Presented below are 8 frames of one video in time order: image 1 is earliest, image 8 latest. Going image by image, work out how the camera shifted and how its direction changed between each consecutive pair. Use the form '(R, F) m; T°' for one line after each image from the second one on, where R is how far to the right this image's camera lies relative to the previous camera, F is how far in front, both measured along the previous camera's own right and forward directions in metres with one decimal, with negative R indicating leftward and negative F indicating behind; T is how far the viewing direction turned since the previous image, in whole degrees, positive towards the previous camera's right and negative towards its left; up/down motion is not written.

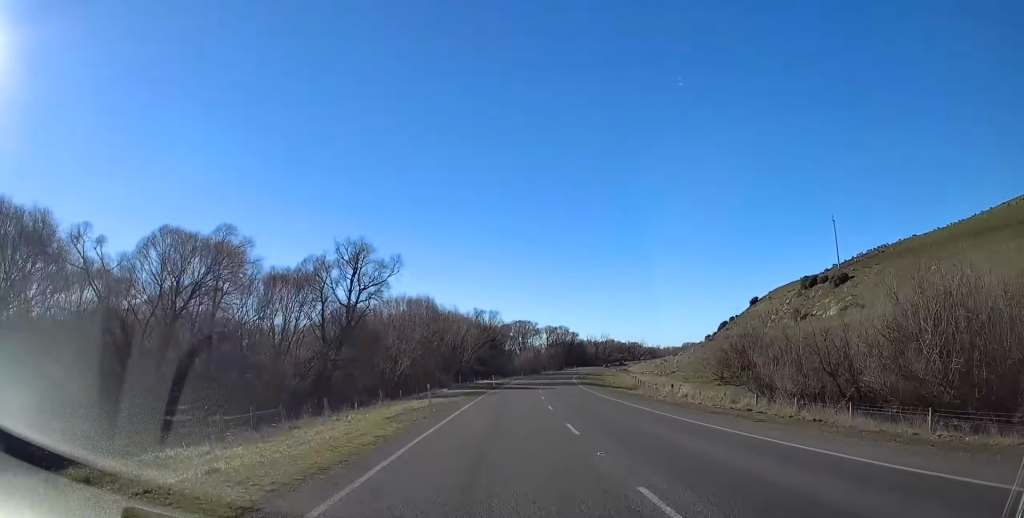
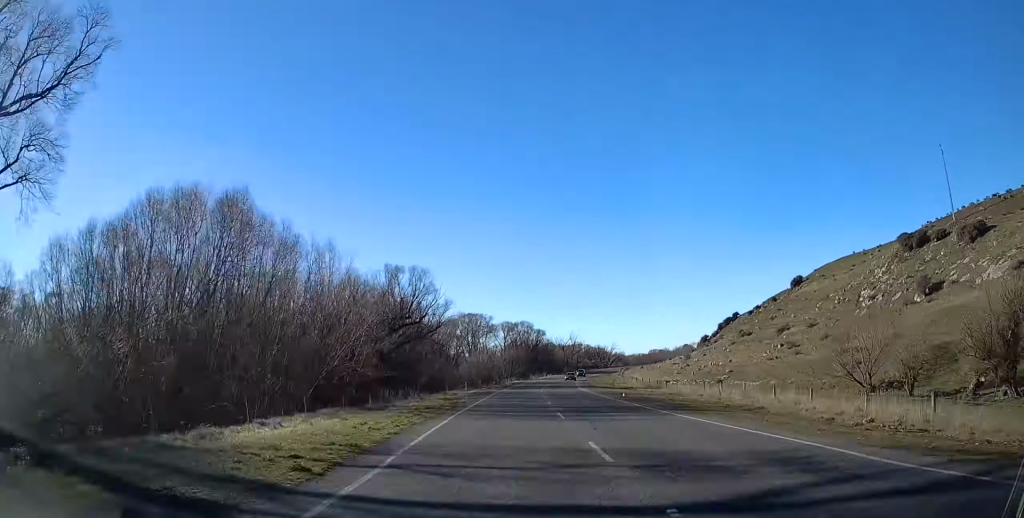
(+3.5, +66.1) m; +5°
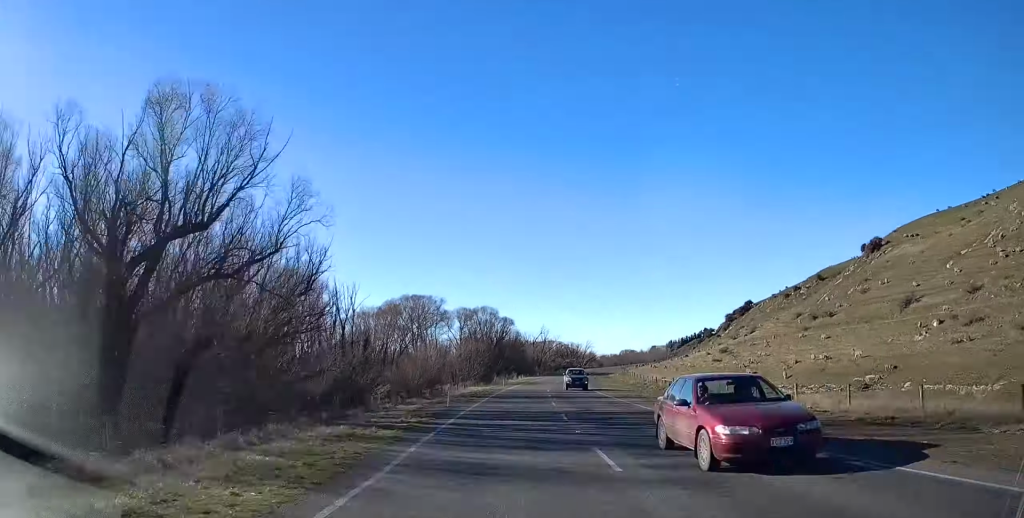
(+1.0, +51.5) m; +4°
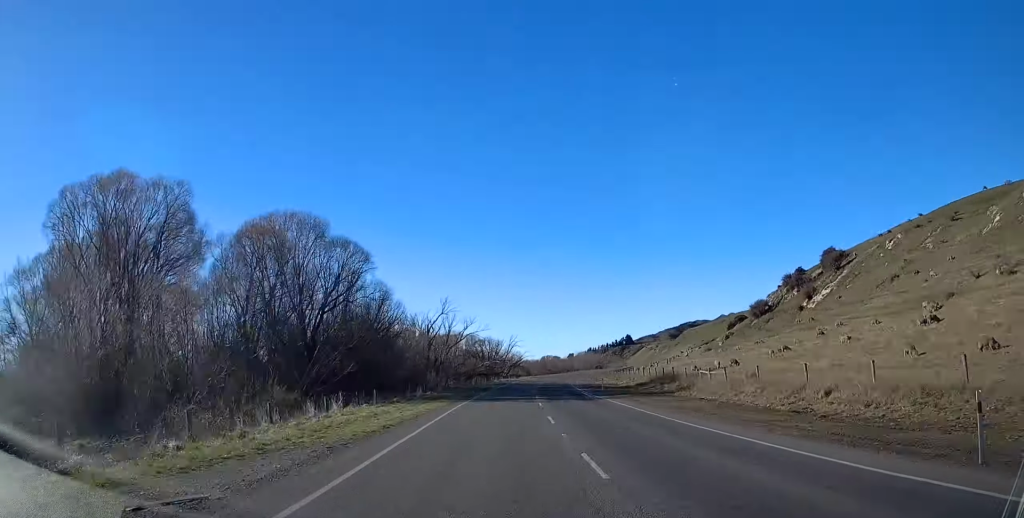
(+6.9, +99.5) m; +7°
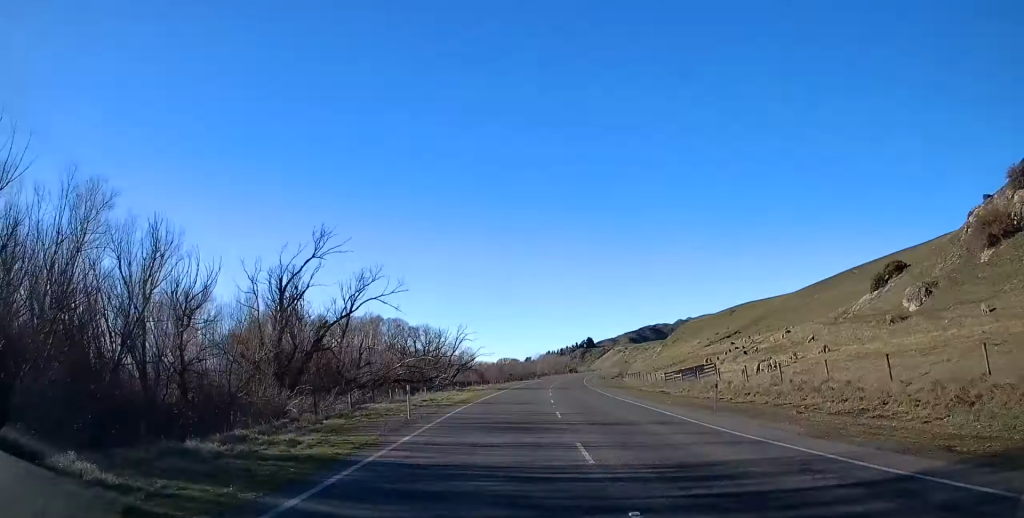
(+3.2, +68.3) m; +5°
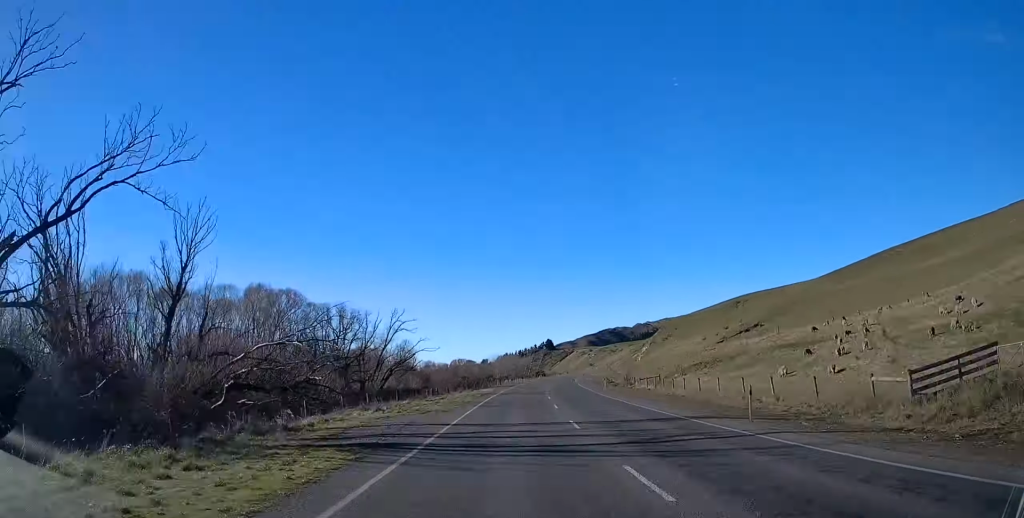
(+0.9, +44.0) m; +3°
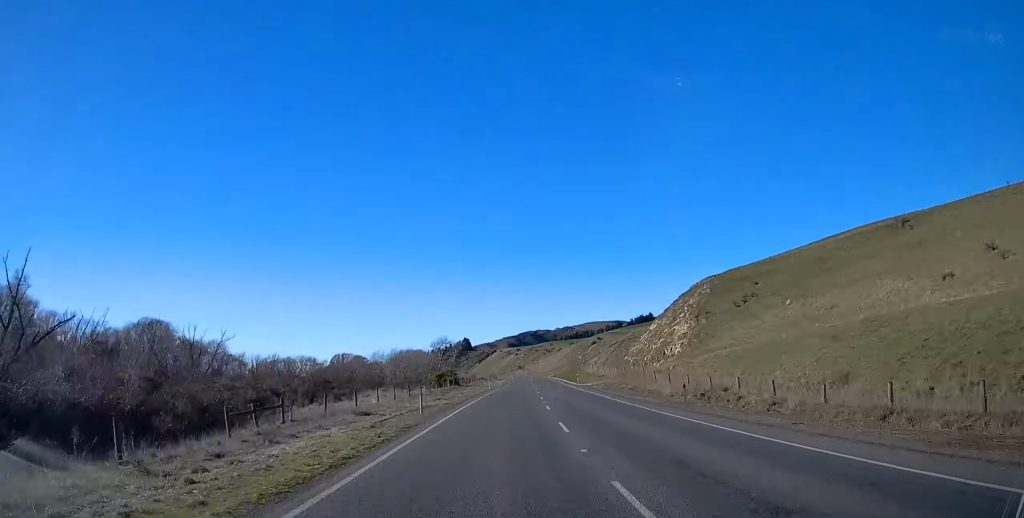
(+7.0, +116.0) m; +6°
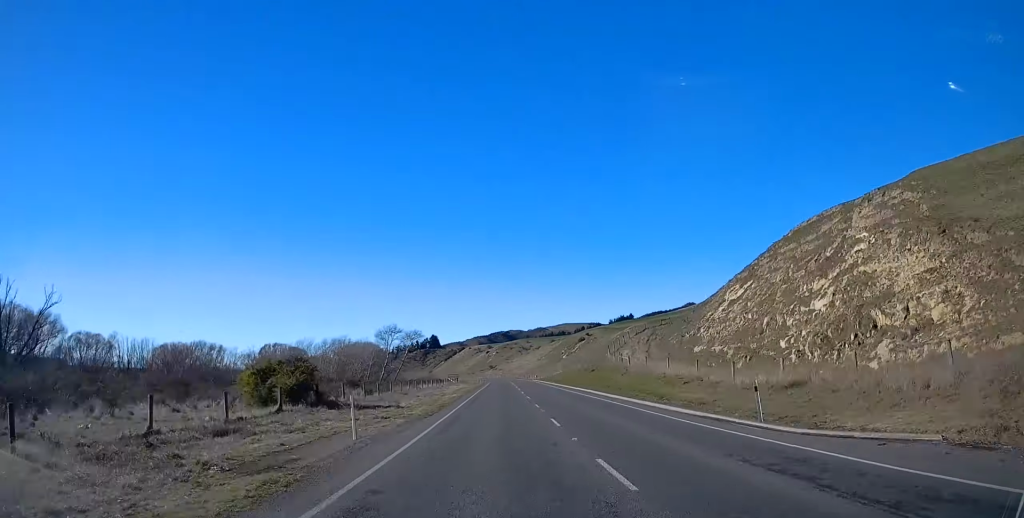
(+1.5, +60.6) m; +1°
